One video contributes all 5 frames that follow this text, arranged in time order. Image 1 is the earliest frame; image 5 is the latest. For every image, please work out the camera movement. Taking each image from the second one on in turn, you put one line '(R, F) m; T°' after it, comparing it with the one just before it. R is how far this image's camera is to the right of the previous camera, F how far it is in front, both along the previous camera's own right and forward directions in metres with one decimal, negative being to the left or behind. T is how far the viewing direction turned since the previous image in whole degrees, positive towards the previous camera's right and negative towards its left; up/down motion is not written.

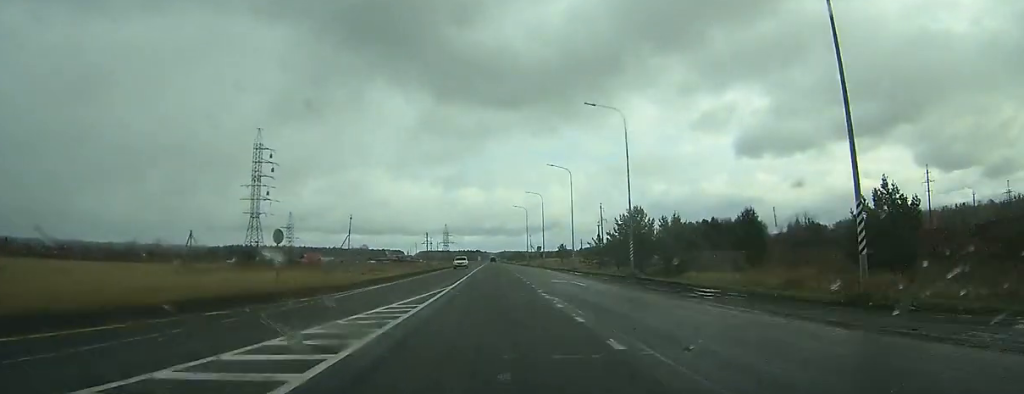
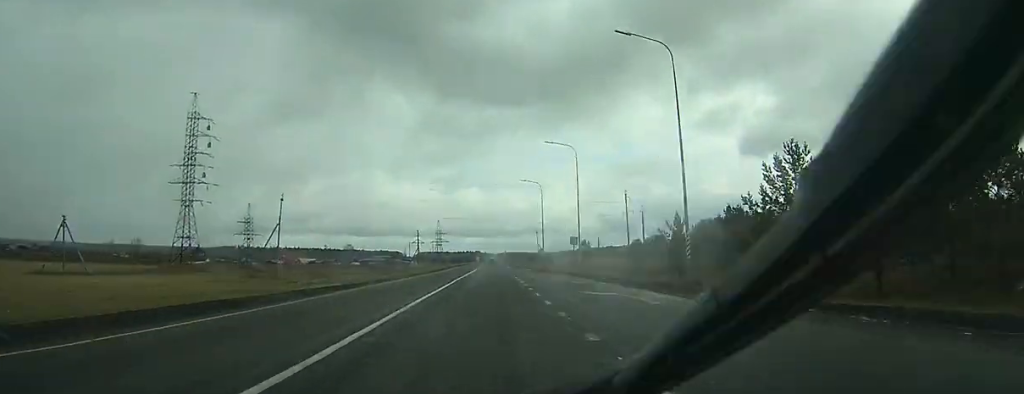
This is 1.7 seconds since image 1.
(-0.2, +41.5) m; -1°
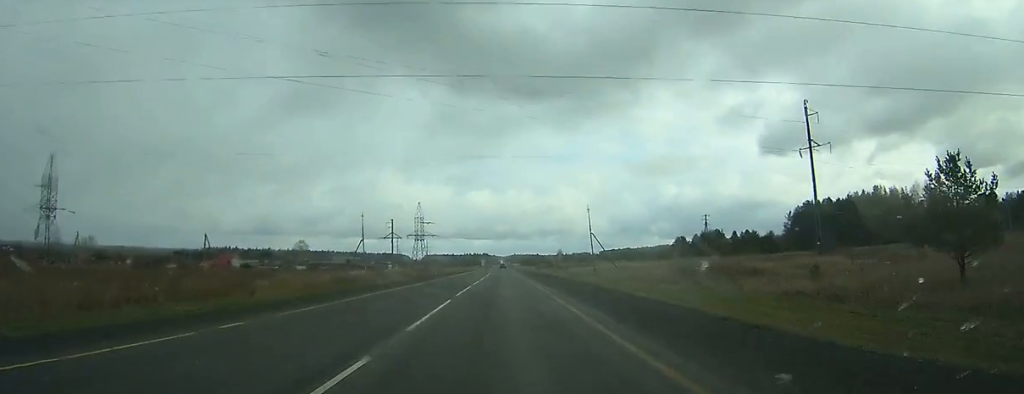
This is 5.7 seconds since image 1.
(-1.1, +108.5) m; -1°
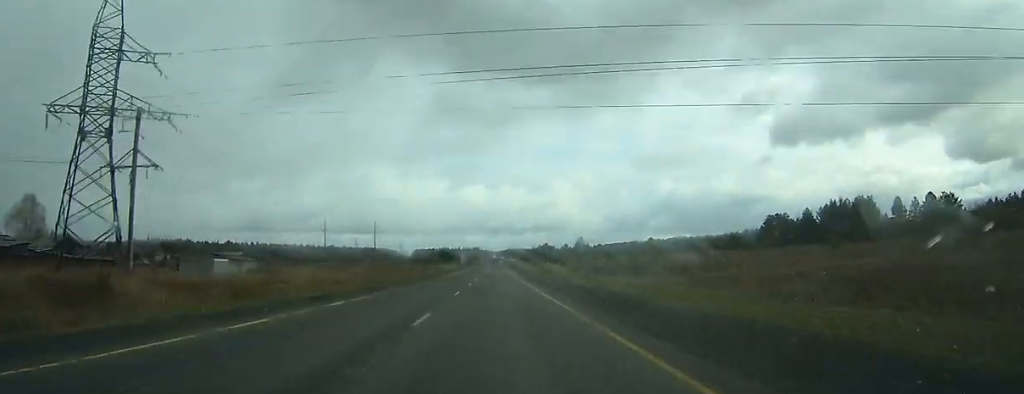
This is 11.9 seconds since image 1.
(+1.6, +156.8) m; +1°
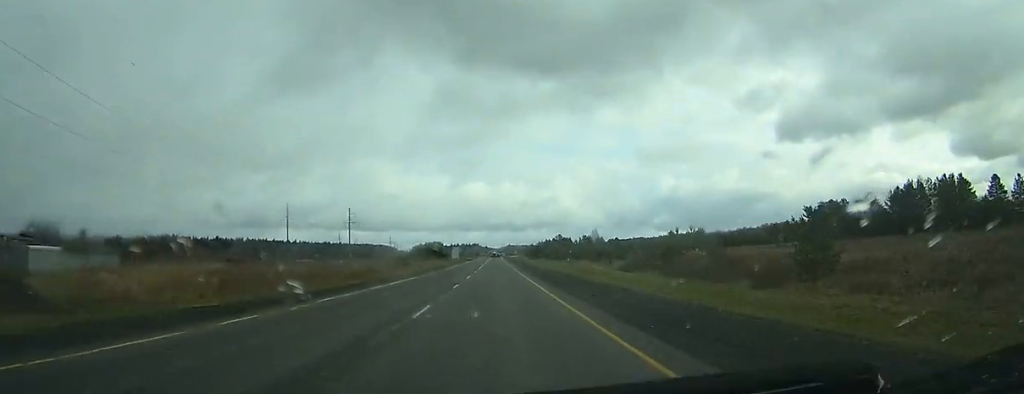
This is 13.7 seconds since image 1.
(-0.1, +48.5) m; 0°
